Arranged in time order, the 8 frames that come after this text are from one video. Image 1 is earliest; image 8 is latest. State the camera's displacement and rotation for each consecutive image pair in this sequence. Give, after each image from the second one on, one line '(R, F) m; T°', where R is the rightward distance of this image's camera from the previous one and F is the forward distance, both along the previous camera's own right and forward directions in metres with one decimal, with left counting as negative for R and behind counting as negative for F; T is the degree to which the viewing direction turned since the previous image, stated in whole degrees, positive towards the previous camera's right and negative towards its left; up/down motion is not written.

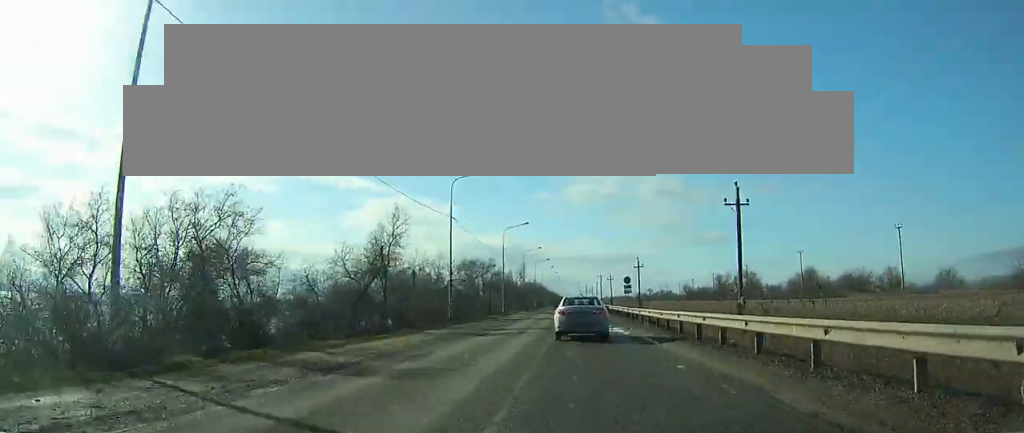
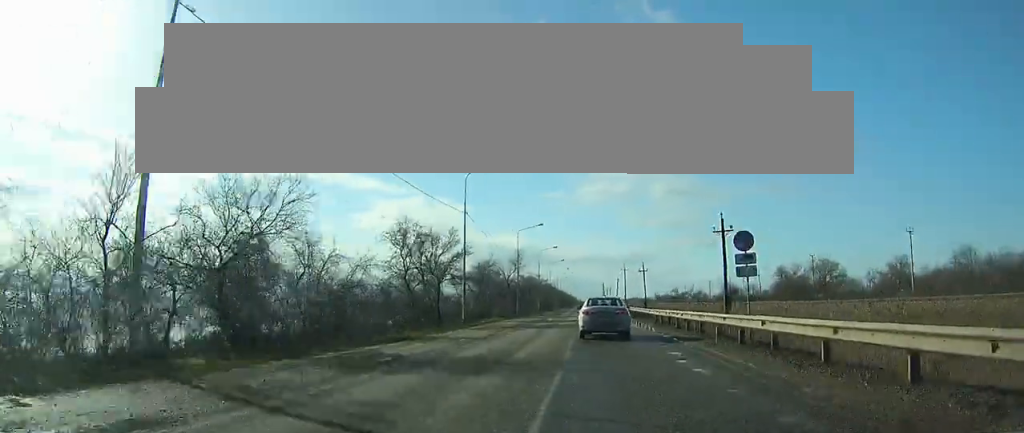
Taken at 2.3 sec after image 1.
(+0.2, +33.1) m; +10°
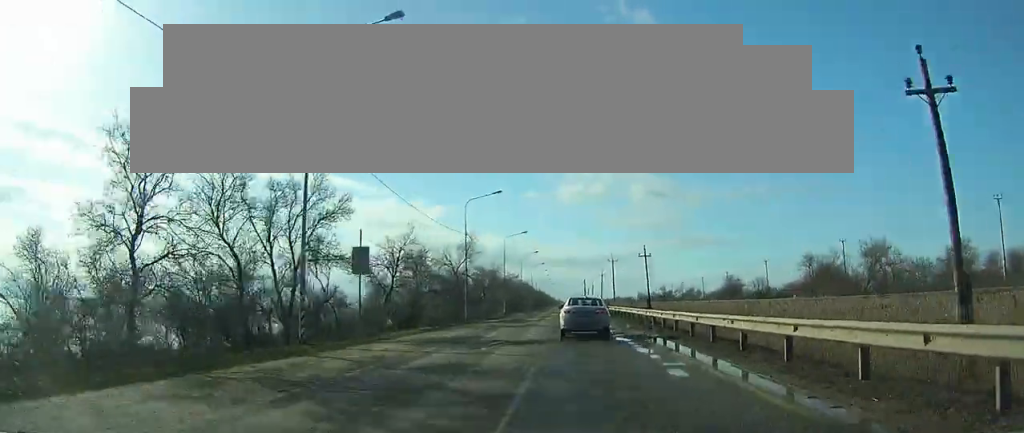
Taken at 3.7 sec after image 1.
(+3.1, +20.3) m; -1°
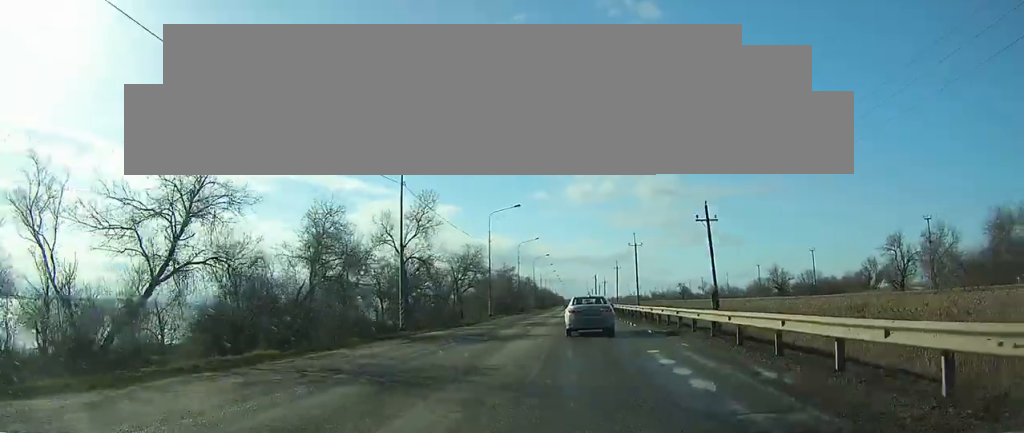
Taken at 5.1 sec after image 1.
(-0.2, +21.0) m; -6°
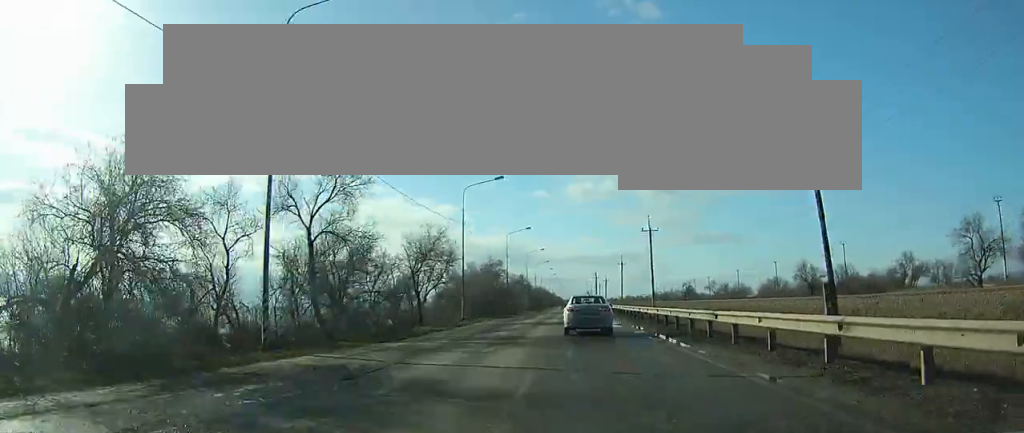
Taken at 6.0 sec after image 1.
(-2.2, +14.7) m; -5°
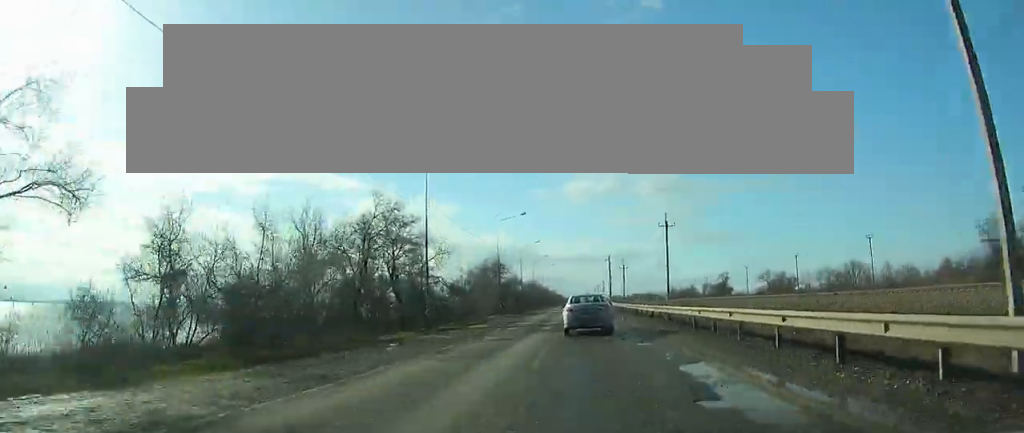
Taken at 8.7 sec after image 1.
(-2.5, +48.5) m; -3°
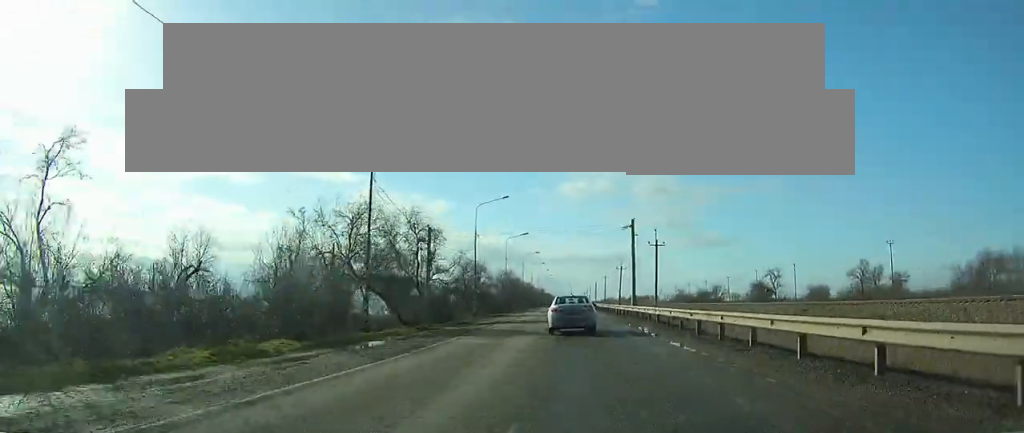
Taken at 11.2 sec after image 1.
(+1.1, +47.3) m; +4°
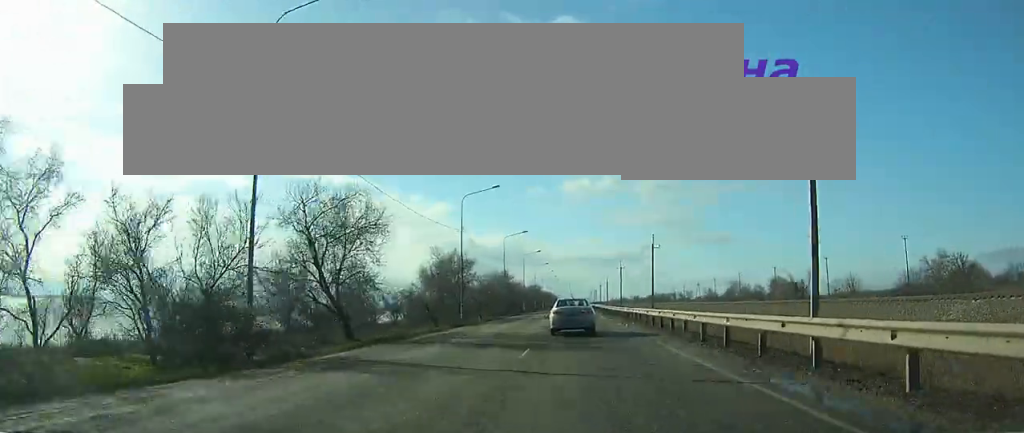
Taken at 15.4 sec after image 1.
(+2.3, +76.4) m; +2°
